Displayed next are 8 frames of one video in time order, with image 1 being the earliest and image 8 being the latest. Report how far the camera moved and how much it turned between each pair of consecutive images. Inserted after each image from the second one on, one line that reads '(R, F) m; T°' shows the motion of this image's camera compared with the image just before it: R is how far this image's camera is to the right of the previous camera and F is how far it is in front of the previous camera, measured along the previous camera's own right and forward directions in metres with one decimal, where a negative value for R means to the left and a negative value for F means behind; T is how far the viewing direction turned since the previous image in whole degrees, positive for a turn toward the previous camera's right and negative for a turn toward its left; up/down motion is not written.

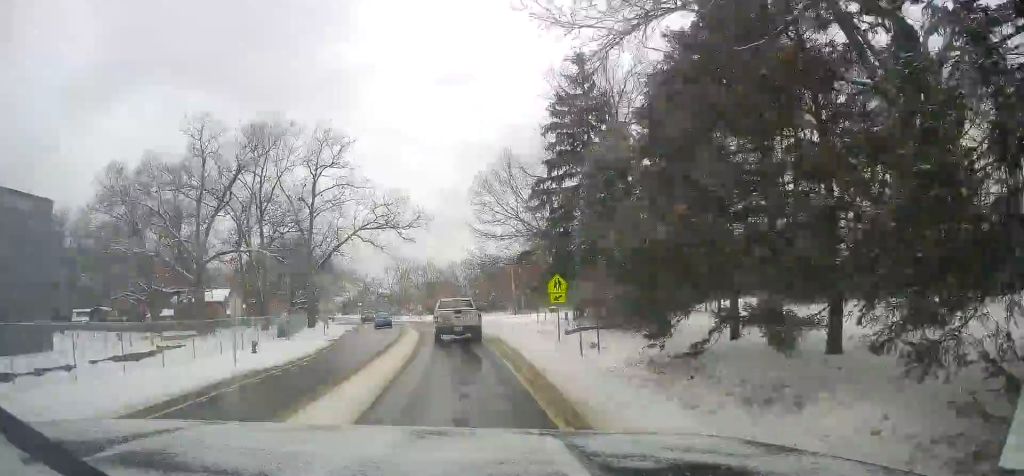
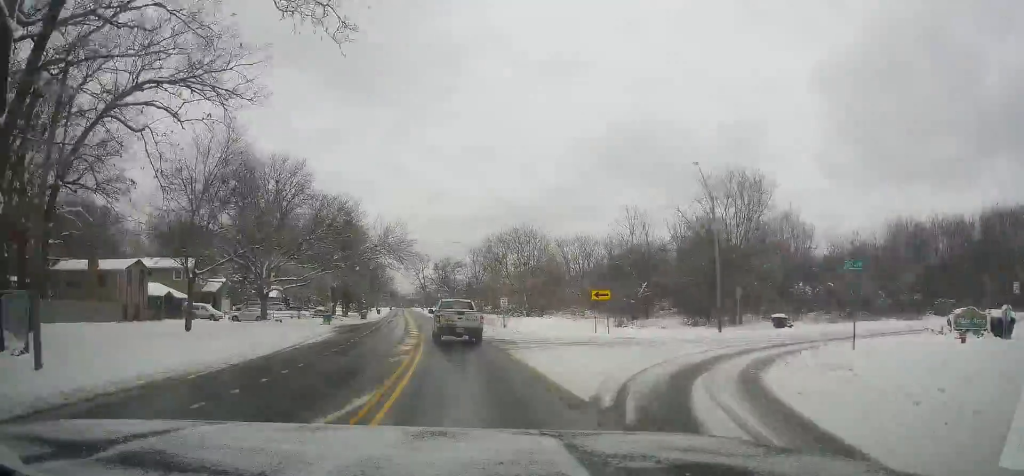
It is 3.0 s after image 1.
(-1.8, +49.3) m; -7°
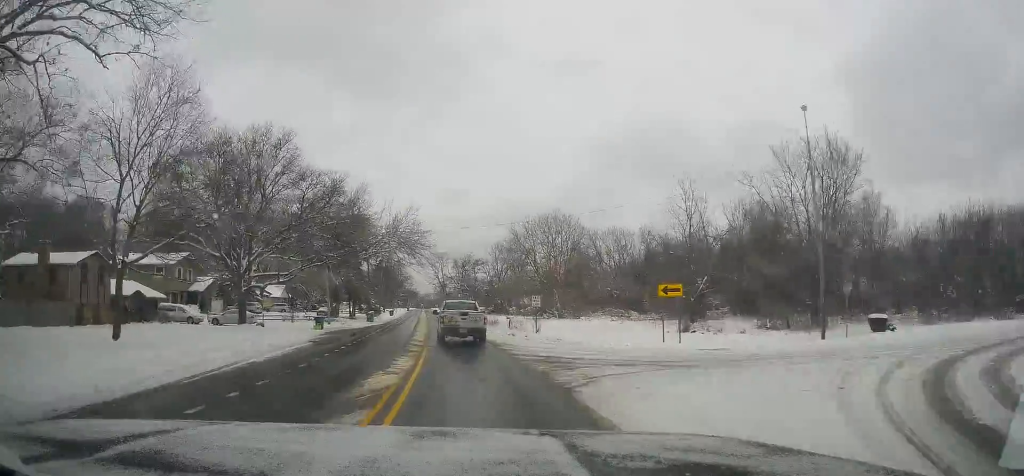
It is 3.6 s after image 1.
(-0.3, +9.9) m; -3°
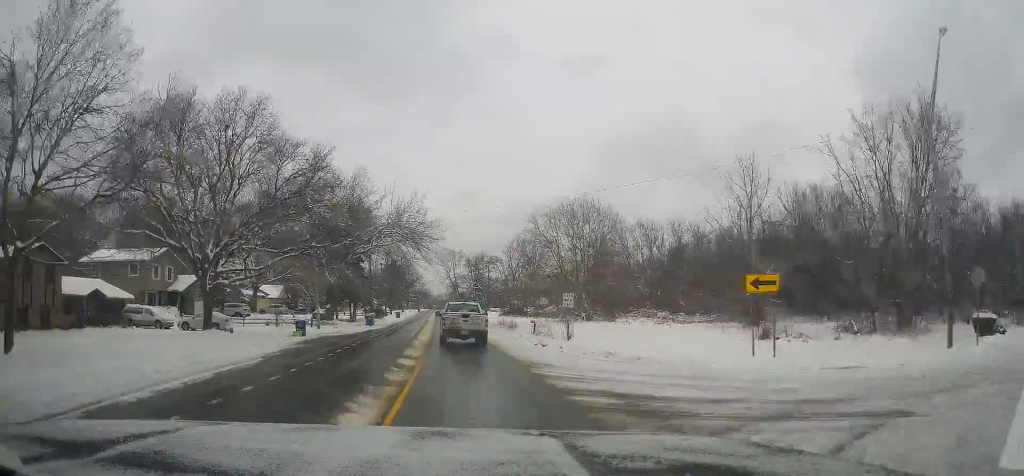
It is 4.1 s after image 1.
(-0.3, +8.2) m; -2°
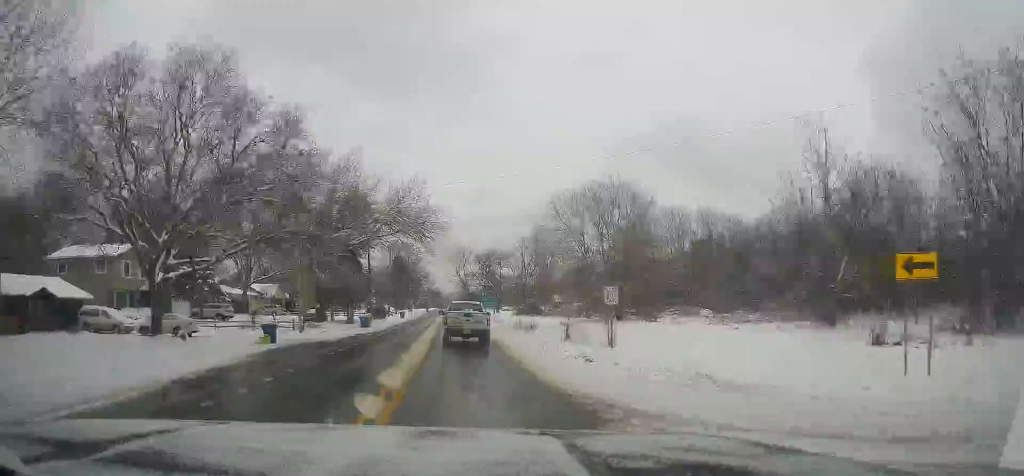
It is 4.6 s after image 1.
(-0.1, +7.7) m; -2°
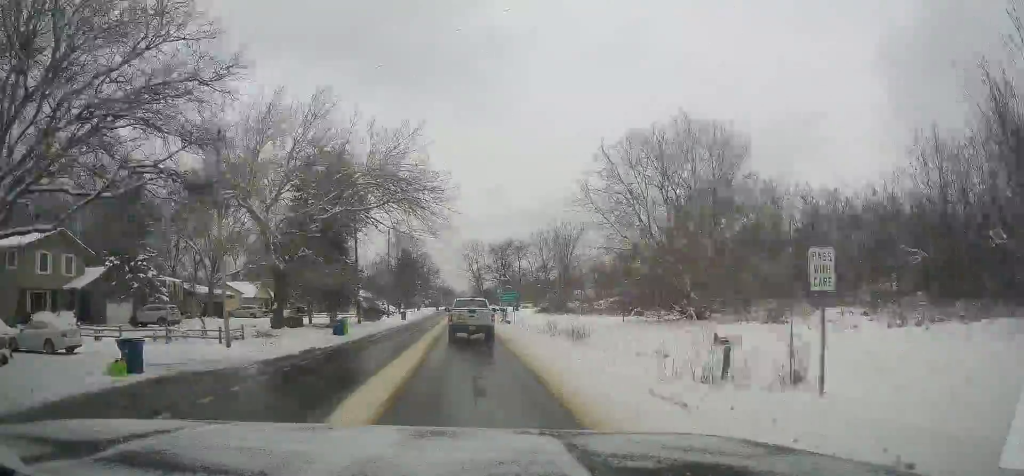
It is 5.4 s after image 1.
(-0.1, +14.3) m; -2°
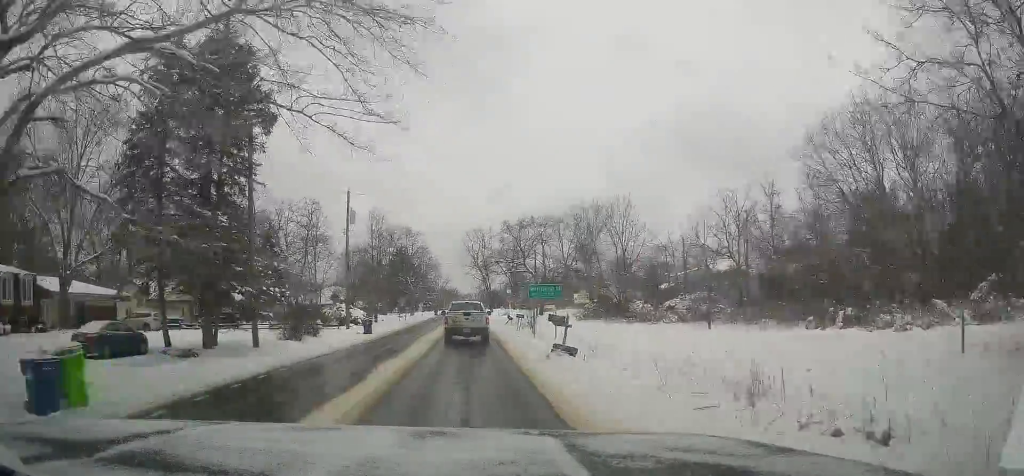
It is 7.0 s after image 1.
(0.0, +26.7) m; 0°
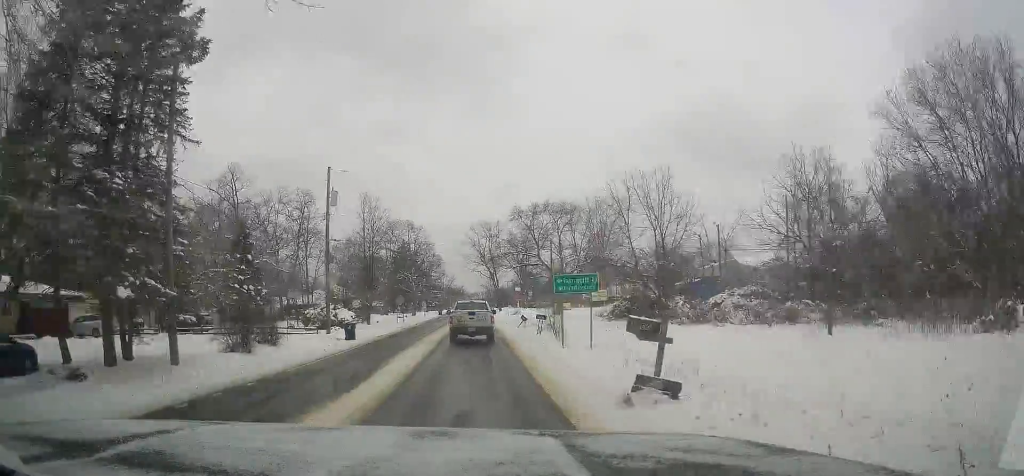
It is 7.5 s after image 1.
(0.0, +8.4) m; -1°
